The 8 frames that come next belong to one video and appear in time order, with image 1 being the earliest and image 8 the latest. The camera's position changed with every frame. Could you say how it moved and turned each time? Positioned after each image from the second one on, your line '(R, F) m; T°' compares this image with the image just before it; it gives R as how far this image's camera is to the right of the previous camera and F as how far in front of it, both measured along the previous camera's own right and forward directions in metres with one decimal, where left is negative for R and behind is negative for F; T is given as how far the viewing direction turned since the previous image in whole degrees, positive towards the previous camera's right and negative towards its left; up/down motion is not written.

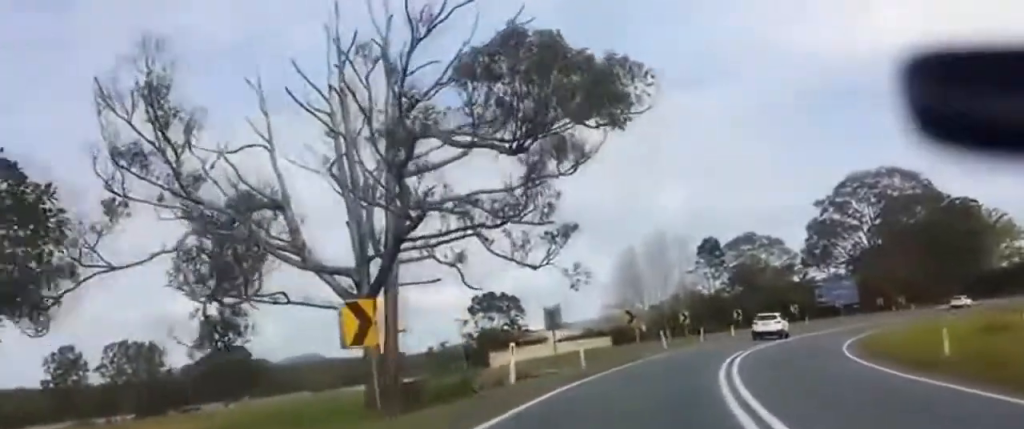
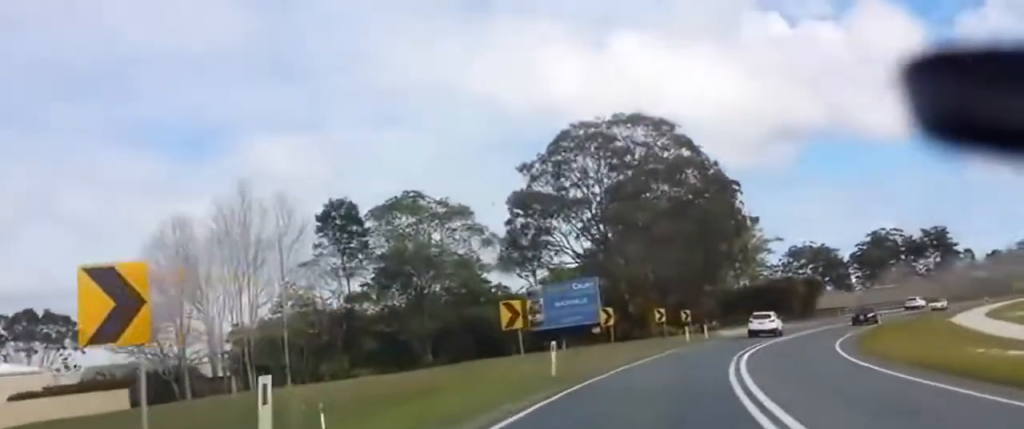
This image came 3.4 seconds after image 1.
(+14.5, +68.1) m; +20°
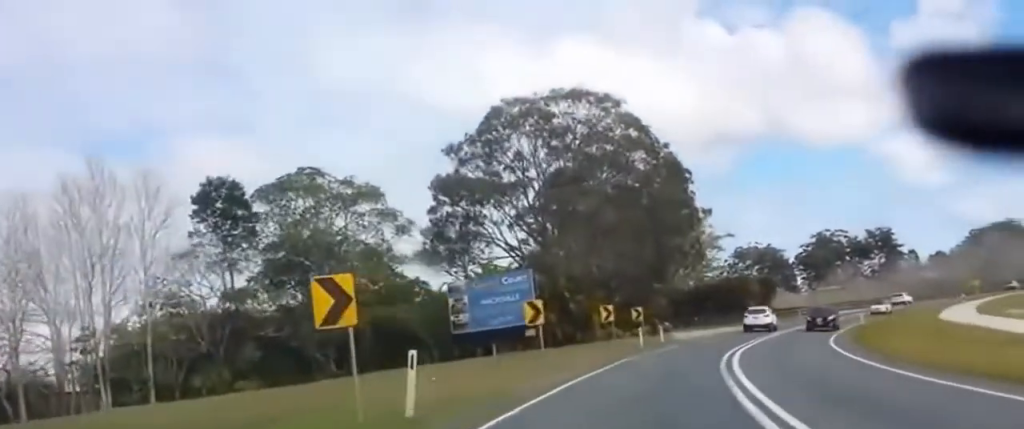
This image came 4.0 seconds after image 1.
(-0.2, +12.5) m; +4°
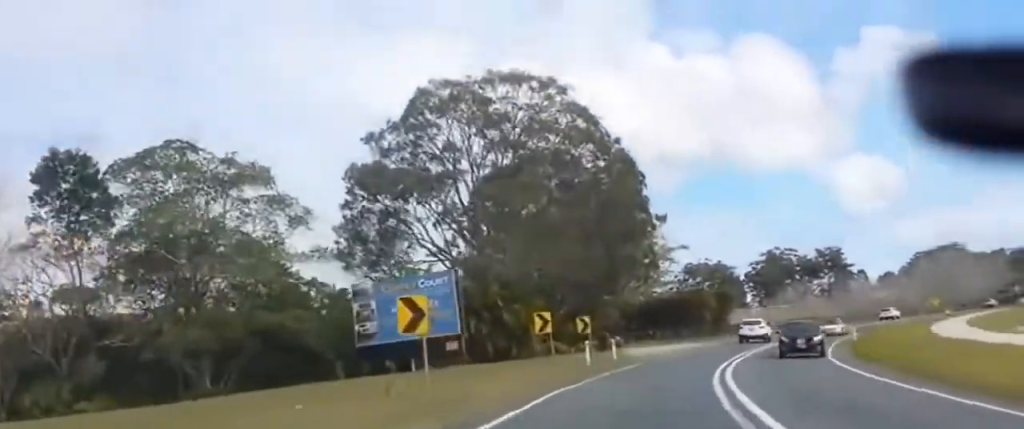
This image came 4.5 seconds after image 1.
(+0.9, +11.8) m; +3°
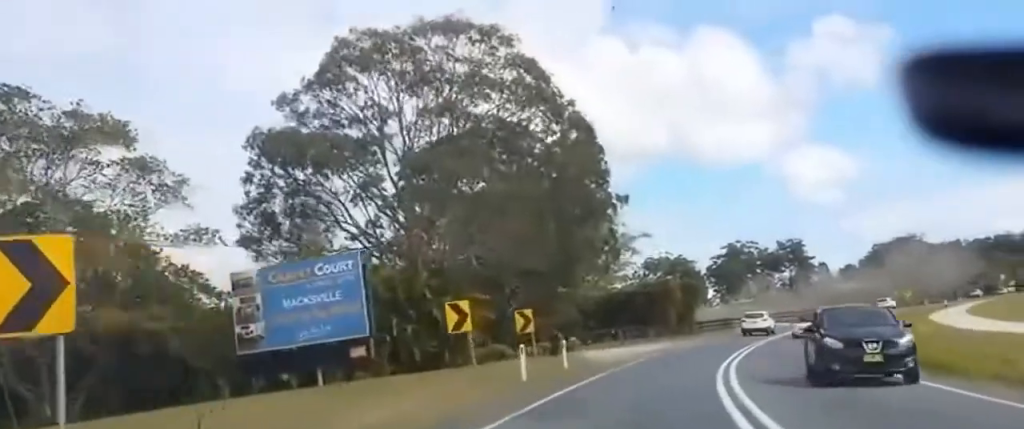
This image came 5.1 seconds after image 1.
(+0.4, +11.1) m; +2°
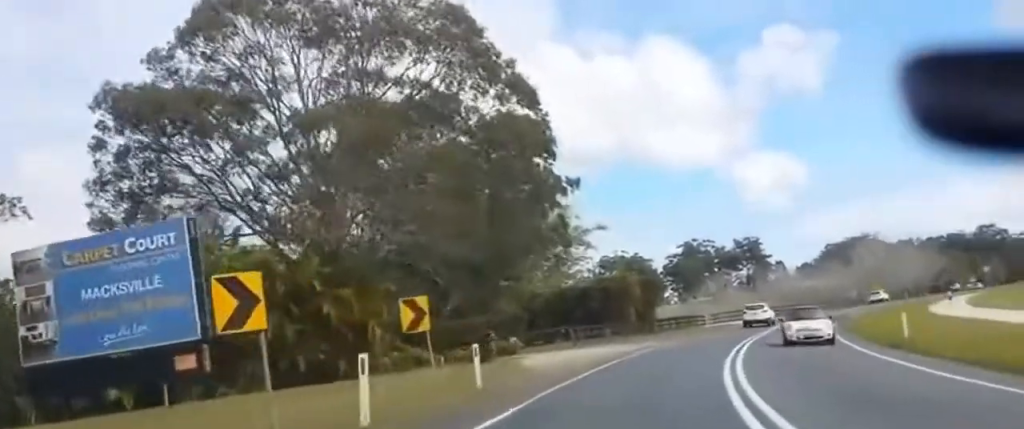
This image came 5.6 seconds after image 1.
(0.0, +11.8) m; +2°
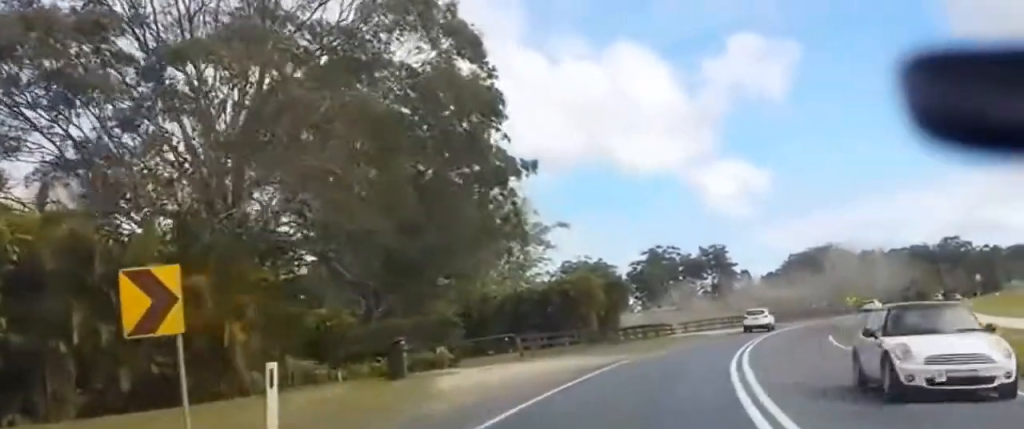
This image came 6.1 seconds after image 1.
(0.0, +10.4) m; +2°
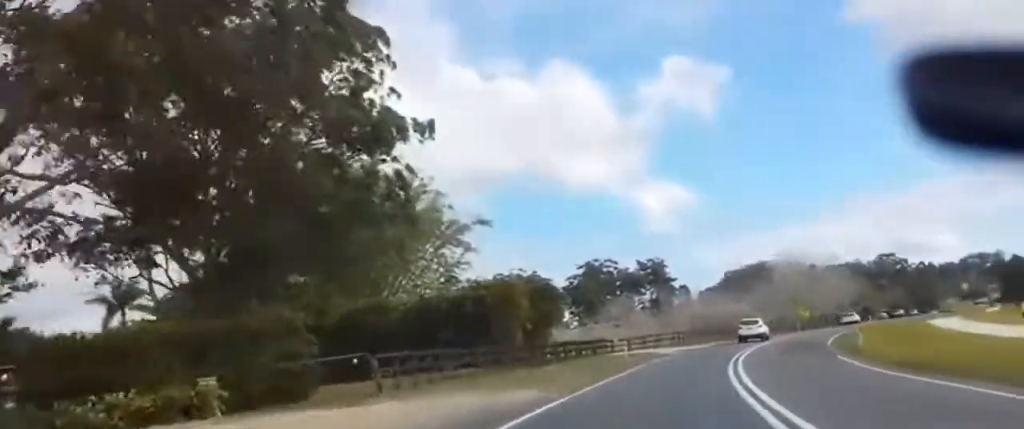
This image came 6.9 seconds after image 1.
(+0.5, +16.7) m; +4°
